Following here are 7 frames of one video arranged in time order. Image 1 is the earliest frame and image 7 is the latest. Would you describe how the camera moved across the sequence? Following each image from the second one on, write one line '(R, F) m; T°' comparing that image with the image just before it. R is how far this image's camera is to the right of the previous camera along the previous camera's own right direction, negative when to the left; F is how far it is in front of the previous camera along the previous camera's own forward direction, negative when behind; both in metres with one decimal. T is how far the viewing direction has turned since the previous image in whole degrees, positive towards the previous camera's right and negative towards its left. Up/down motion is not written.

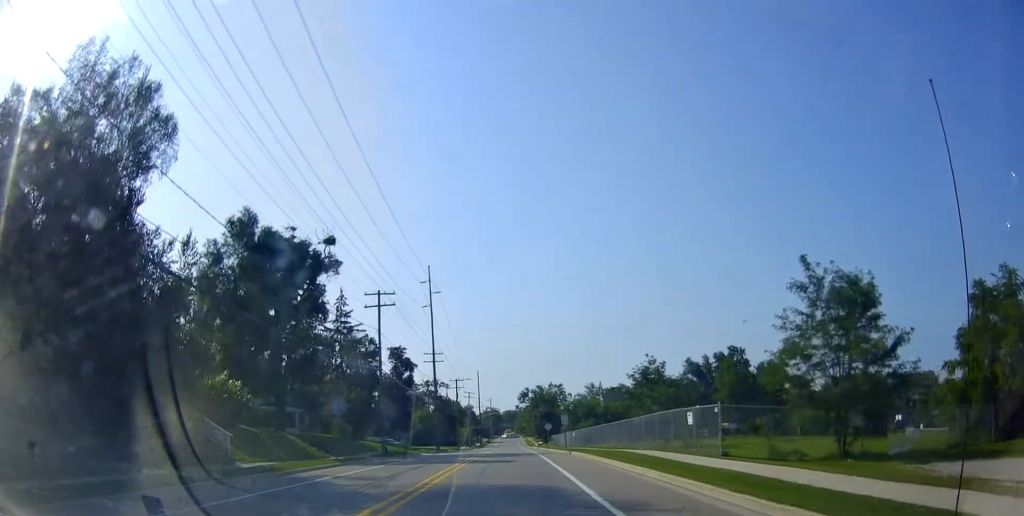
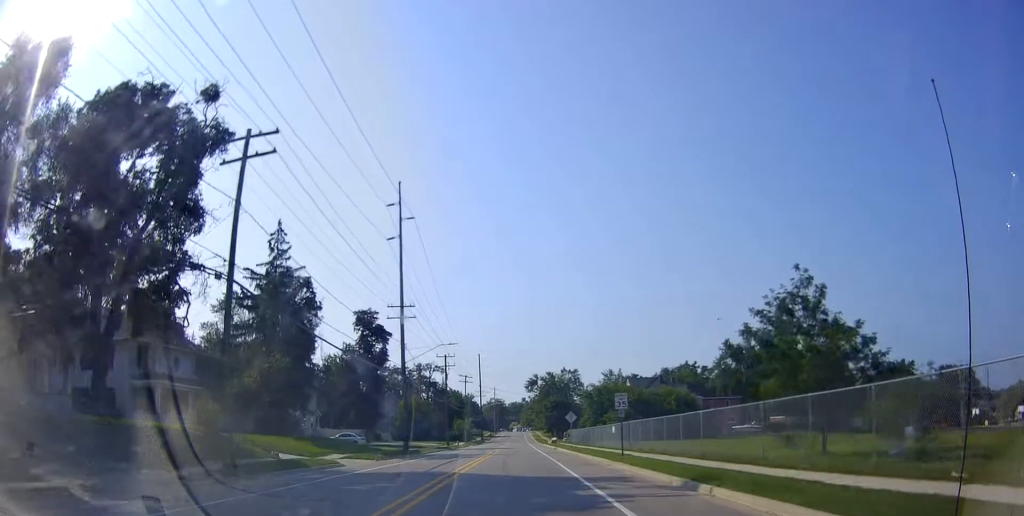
(-0.5, +24.5) m; -2°
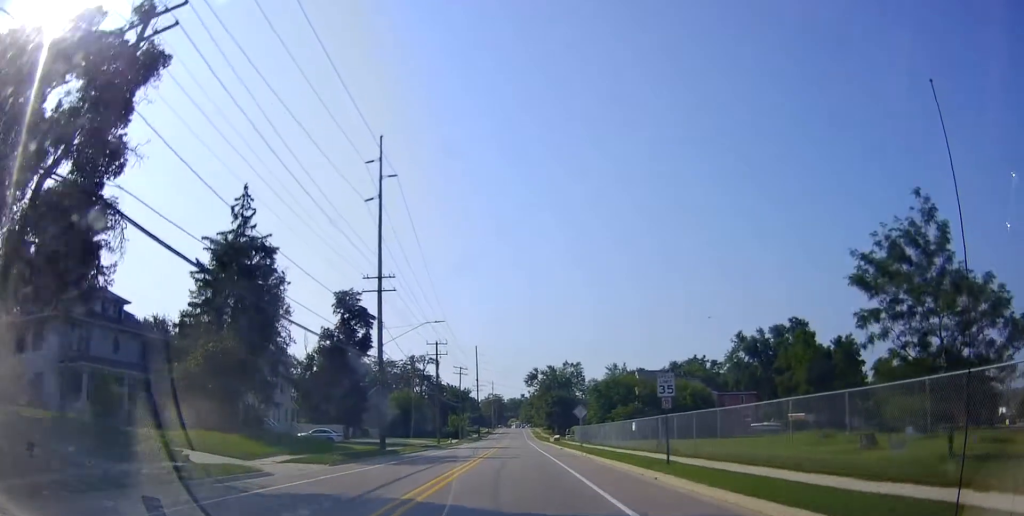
(0.0, +8.2) m; +1°
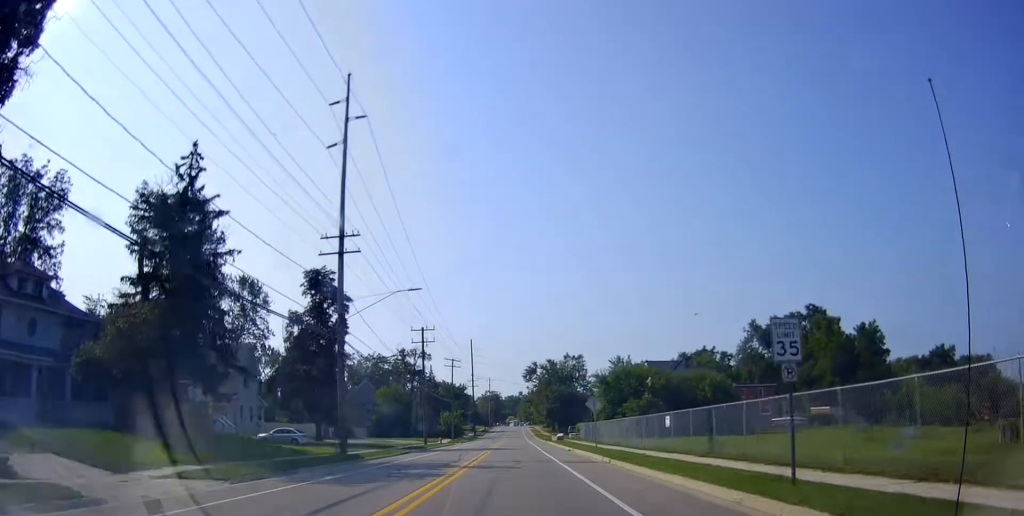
(+0.2, +8.9) m; +1°
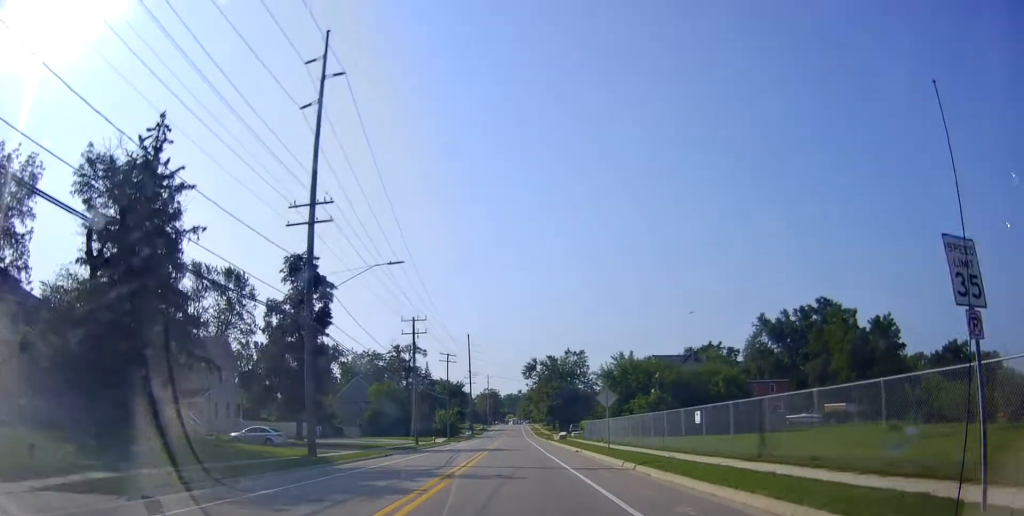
(0.0, +5.0) m; 0°
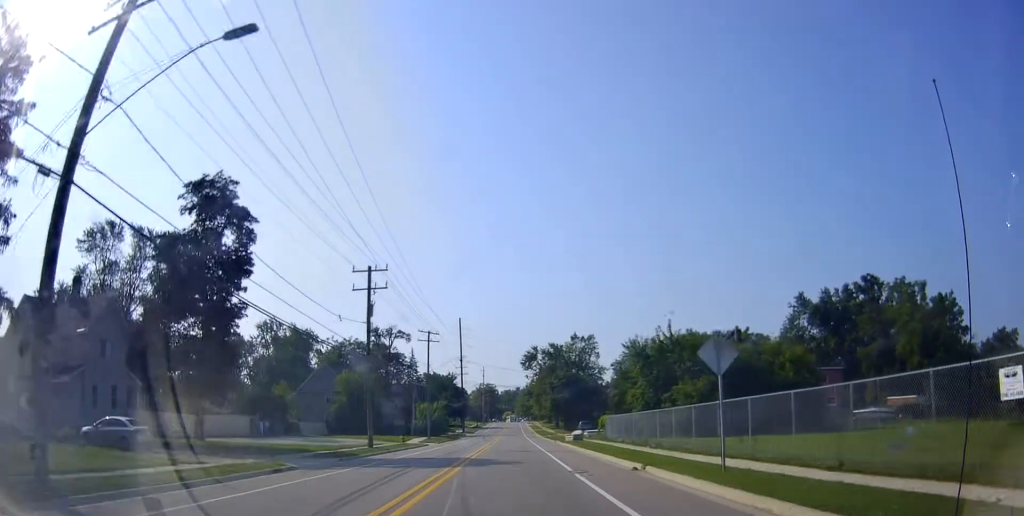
(0.0, +17.0) m; -3°
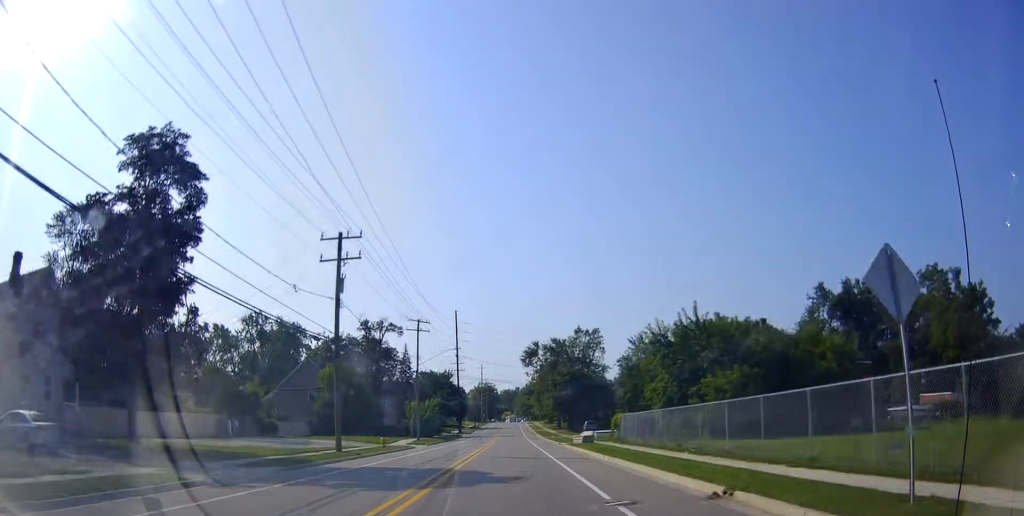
(-0.1, +7.2) m; -1°
